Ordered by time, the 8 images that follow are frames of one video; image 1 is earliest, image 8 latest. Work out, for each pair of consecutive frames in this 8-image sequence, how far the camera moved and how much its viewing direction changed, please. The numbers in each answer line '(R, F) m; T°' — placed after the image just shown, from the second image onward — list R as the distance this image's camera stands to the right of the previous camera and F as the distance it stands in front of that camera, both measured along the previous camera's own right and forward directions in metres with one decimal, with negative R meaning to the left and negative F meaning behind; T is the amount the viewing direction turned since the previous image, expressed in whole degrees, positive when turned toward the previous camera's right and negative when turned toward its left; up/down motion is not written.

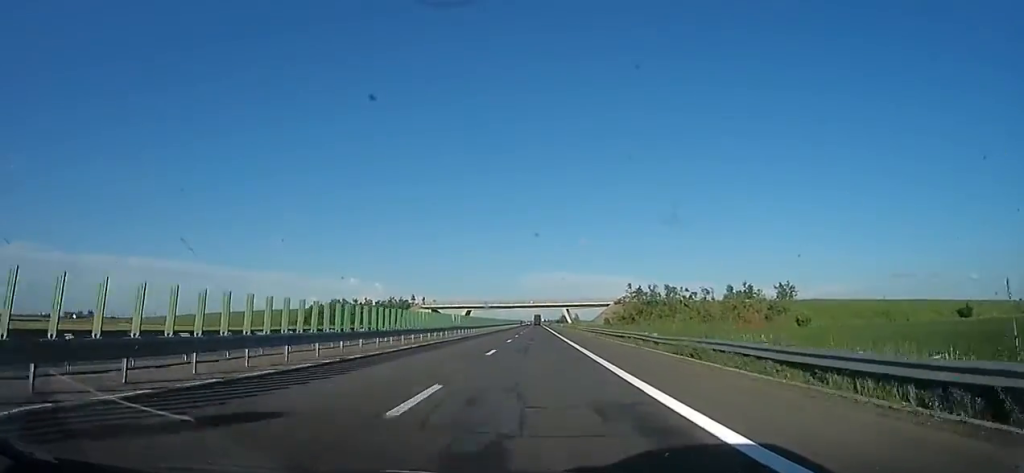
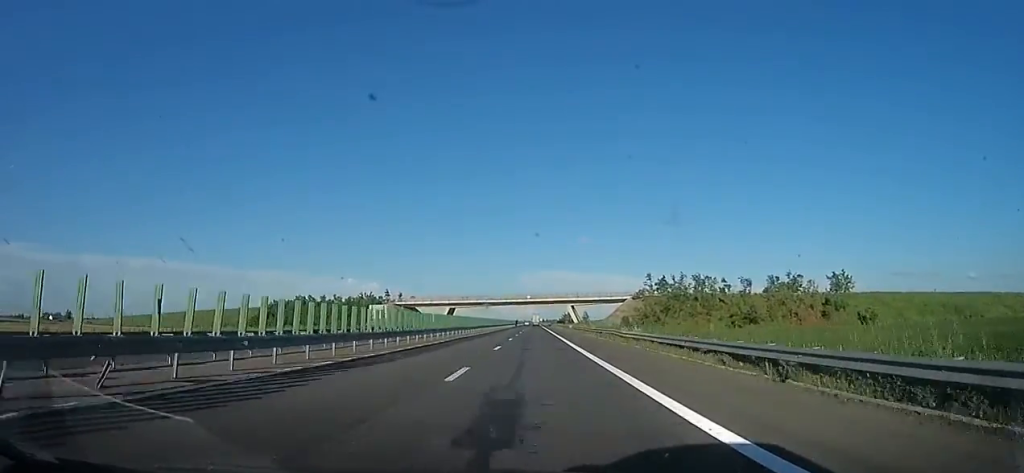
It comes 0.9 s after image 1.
(+0.8, +32.4) m; 0°
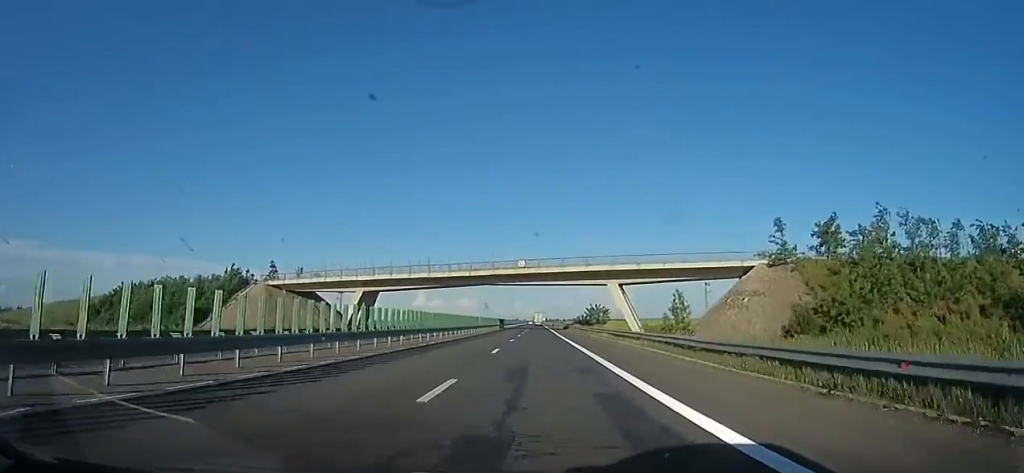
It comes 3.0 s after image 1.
(-1.9, +75.3) m; 0°
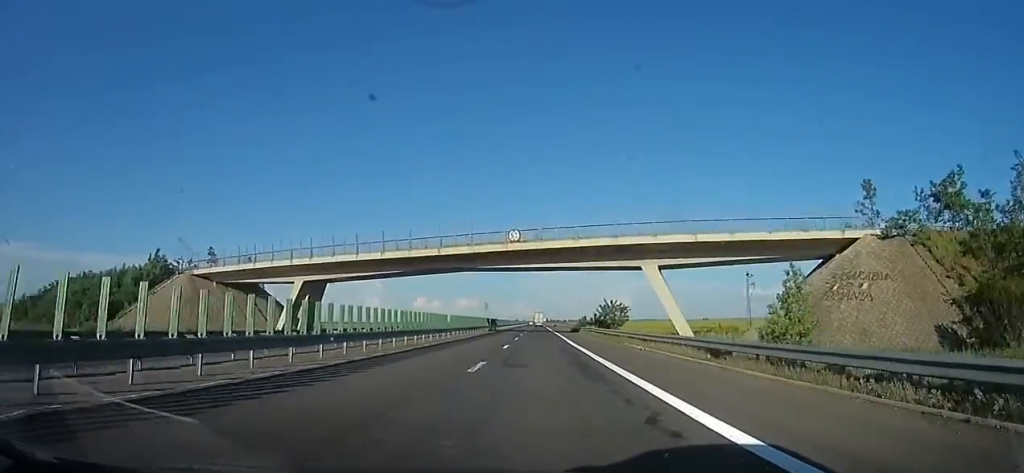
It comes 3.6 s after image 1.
(+0.4, +19.4) m; +1°
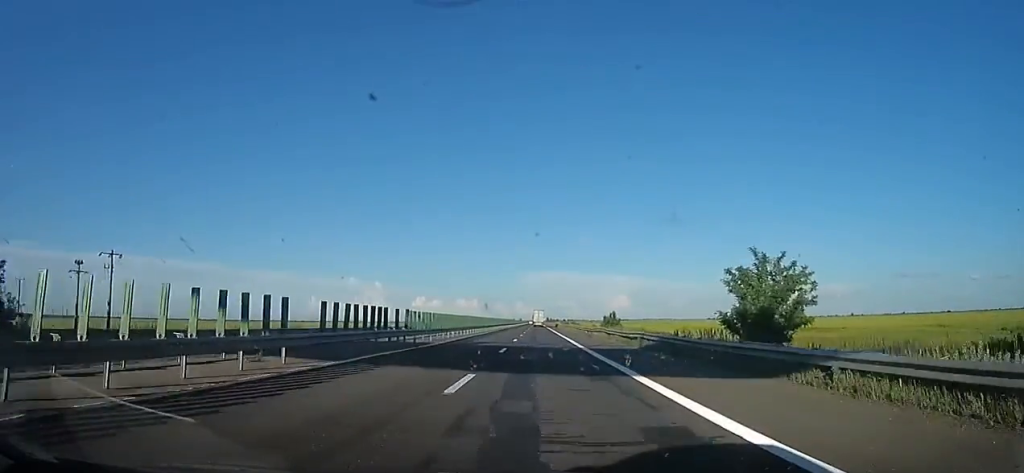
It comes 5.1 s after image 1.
(-1.6, +53.0) m; -2°
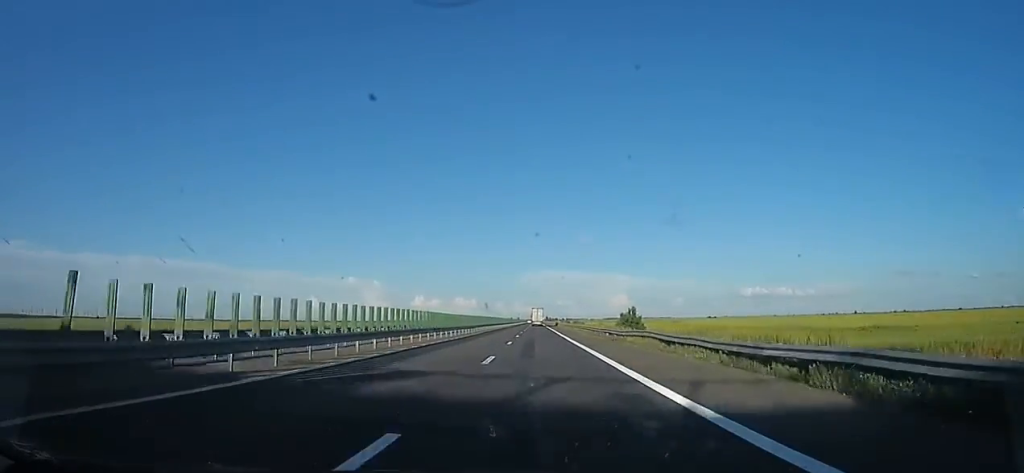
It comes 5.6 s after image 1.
(-0.6, +18.3) m; 0°
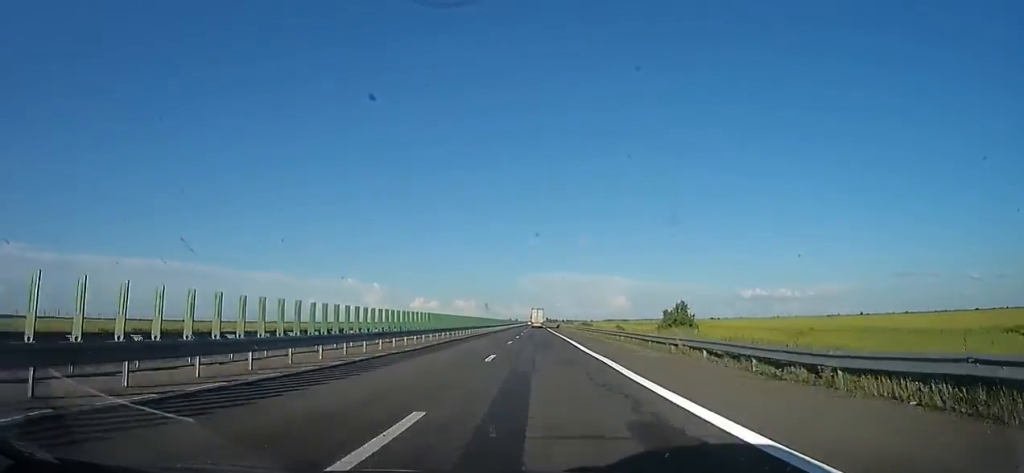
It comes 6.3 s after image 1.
(+1.0, +23.0) m; 0°
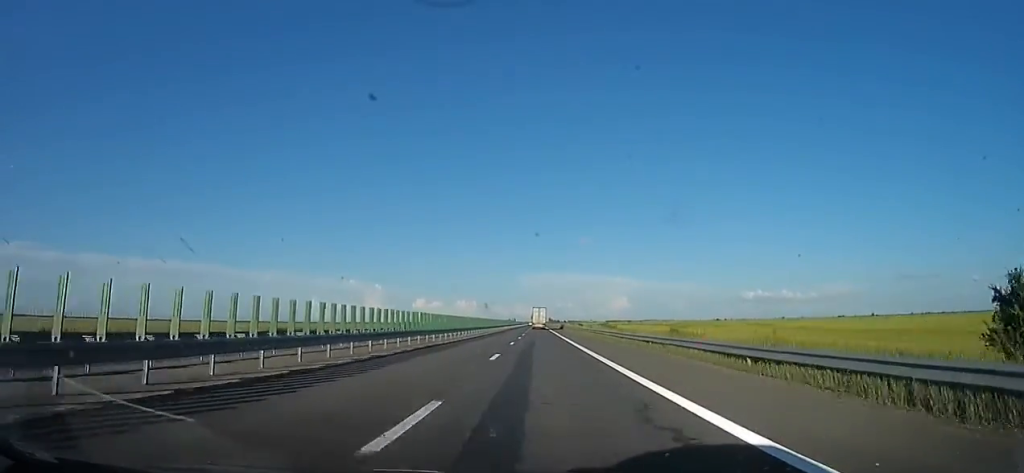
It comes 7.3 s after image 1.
(-0.7, +35.3) m; 0°
